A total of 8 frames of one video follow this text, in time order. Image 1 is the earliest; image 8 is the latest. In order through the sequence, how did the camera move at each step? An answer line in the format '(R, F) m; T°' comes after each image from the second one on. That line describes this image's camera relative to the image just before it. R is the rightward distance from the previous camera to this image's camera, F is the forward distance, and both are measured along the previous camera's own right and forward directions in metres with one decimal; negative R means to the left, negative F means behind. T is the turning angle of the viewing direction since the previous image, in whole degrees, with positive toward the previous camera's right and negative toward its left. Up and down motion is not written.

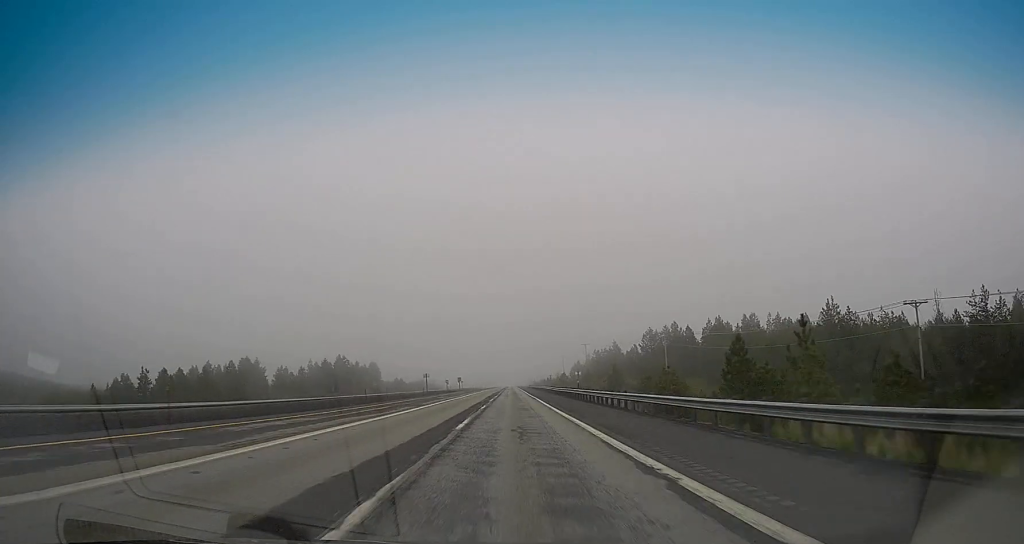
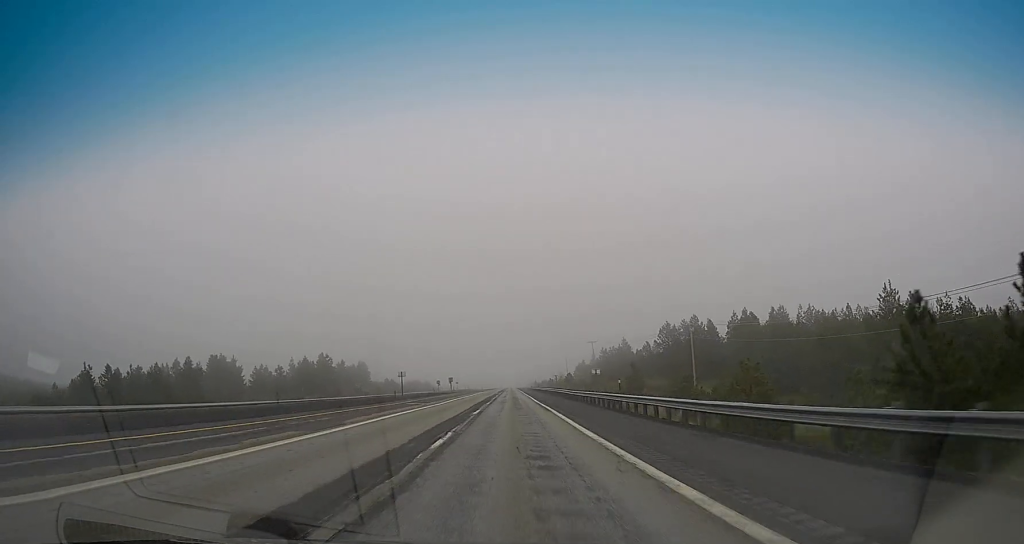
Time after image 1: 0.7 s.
(0.0, +20.5) m; +1°
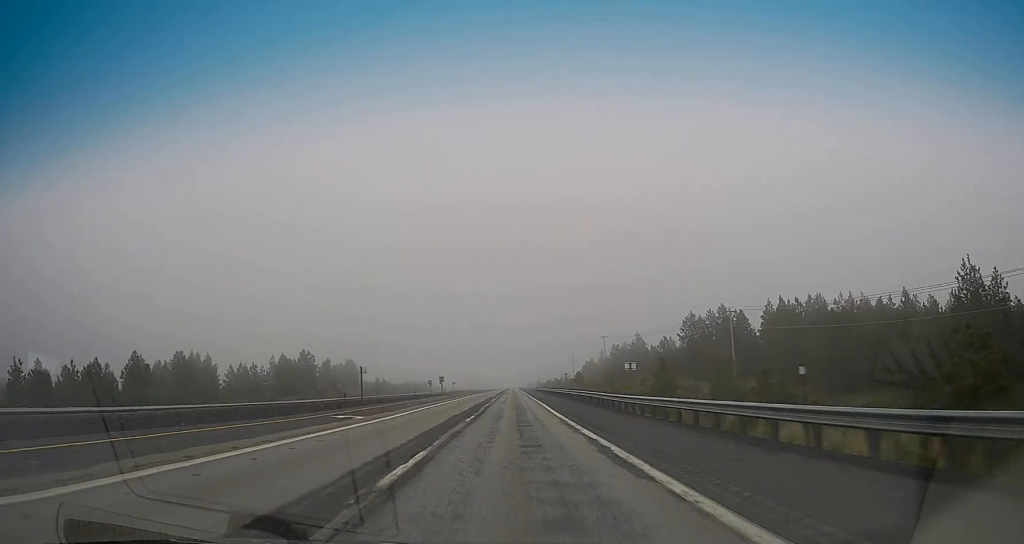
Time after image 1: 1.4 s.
(0.0, +20.5) m; +1°
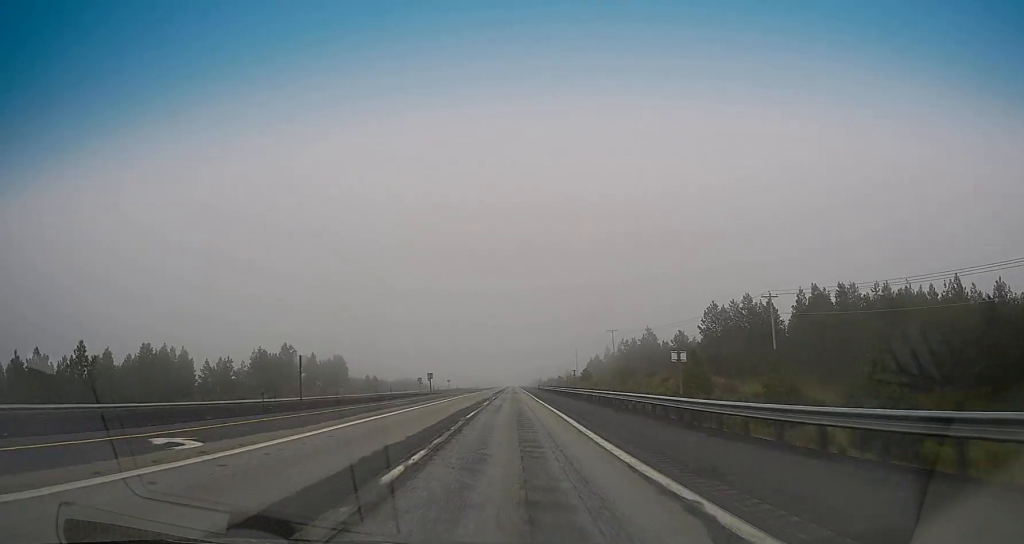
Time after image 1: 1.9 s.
(+0.4, +15.7) m; 0°
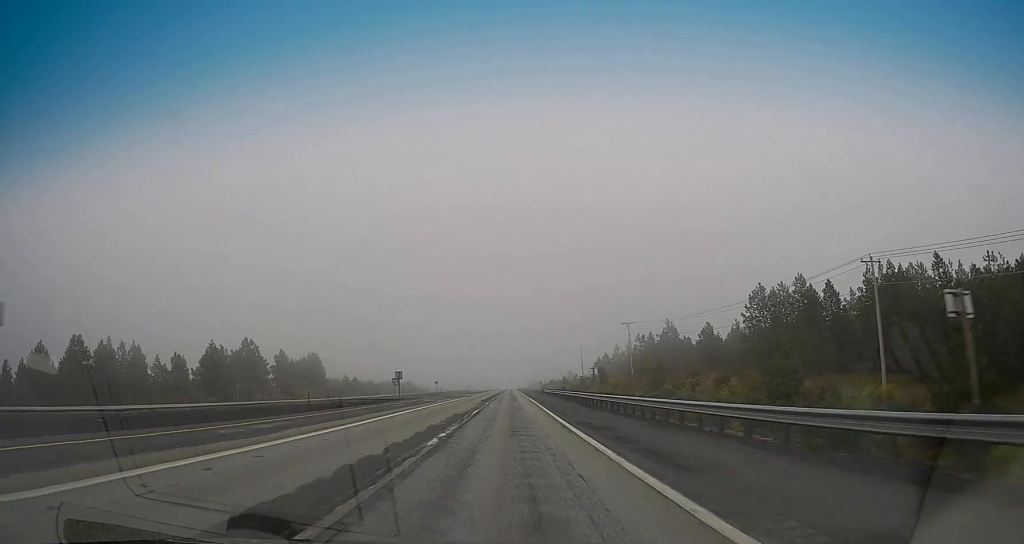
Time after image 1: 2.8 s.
(-0.2, +25.4) m; -1°
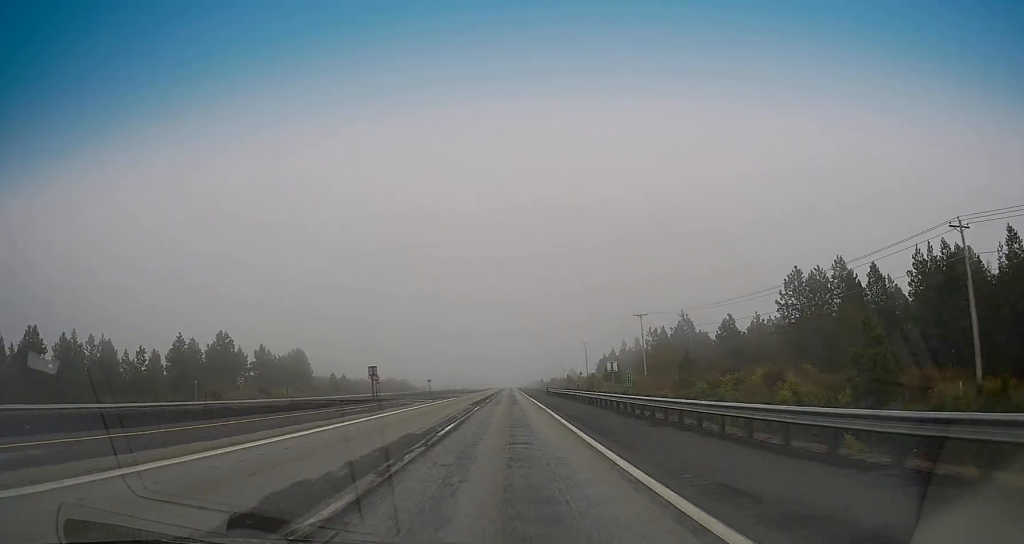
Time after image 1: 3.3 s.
(-0.2, +13.7) m; -1°
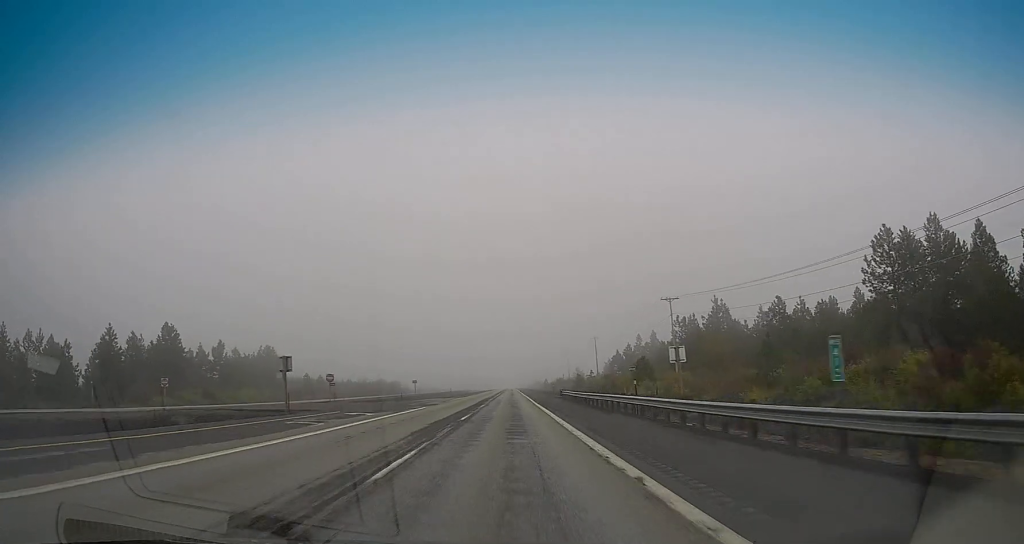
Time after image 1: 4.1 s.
(0.0, +23.4) m; 0°
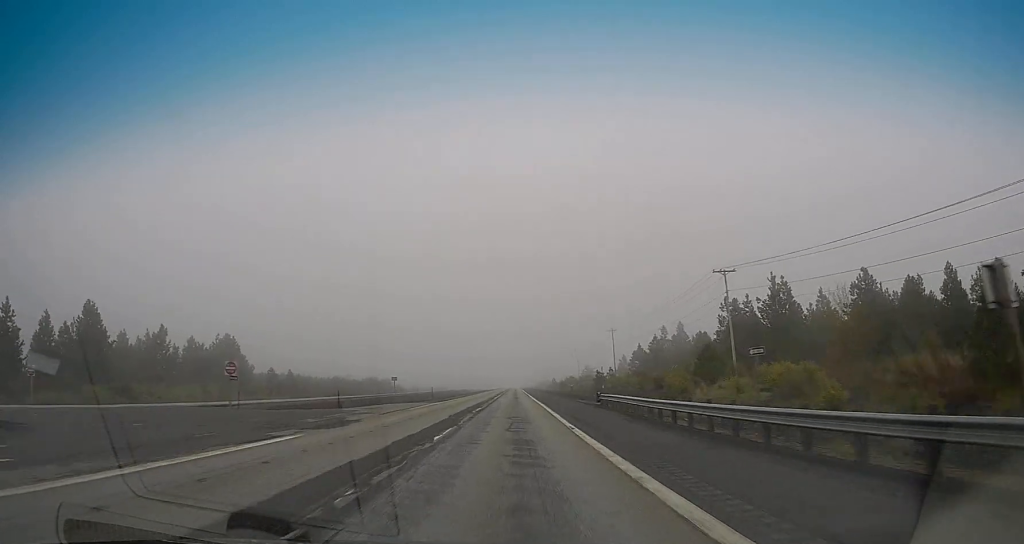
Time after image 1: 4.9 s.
(+0.2, +25.4) m; 0°
